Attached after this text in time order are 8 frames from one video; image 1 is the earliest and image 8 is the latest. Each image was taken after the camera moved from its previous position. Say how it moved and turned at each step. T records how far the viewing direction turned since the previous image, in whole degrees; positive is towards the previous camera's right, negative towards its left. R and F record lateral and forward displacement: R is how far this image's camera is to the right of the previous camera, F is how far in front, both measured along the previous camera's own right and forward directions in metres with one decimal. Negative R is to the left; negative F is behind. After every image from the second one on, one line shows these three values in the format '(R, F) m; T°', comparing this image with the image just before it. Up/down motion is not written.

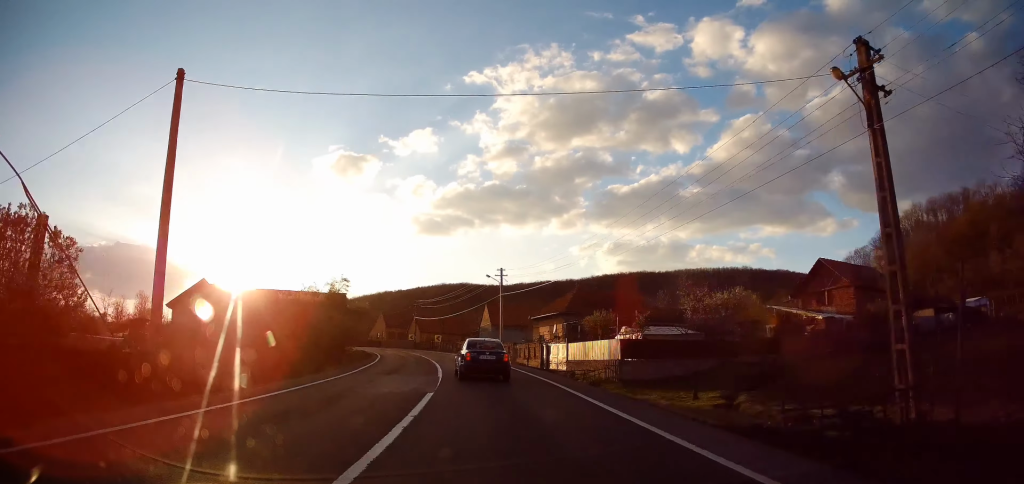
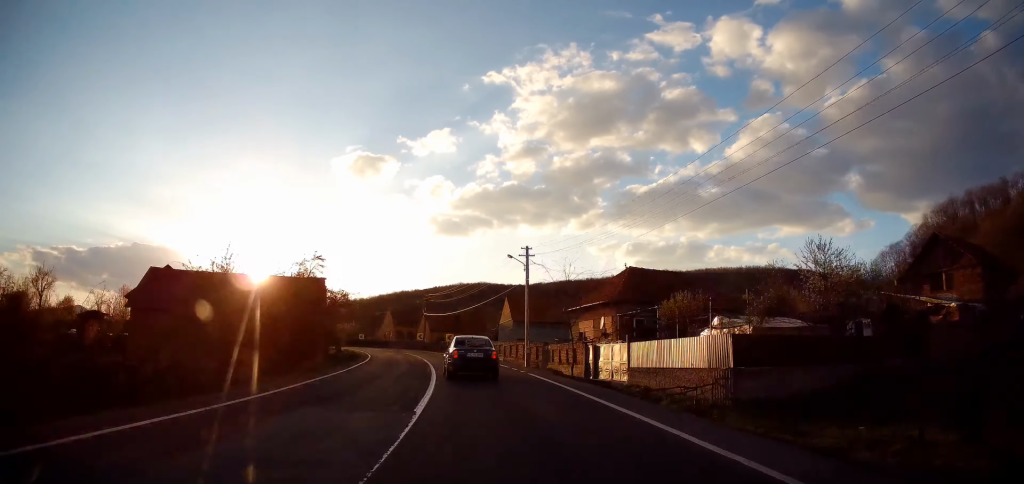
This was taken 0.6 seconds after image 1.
(0.0, +10.9) m; -1°
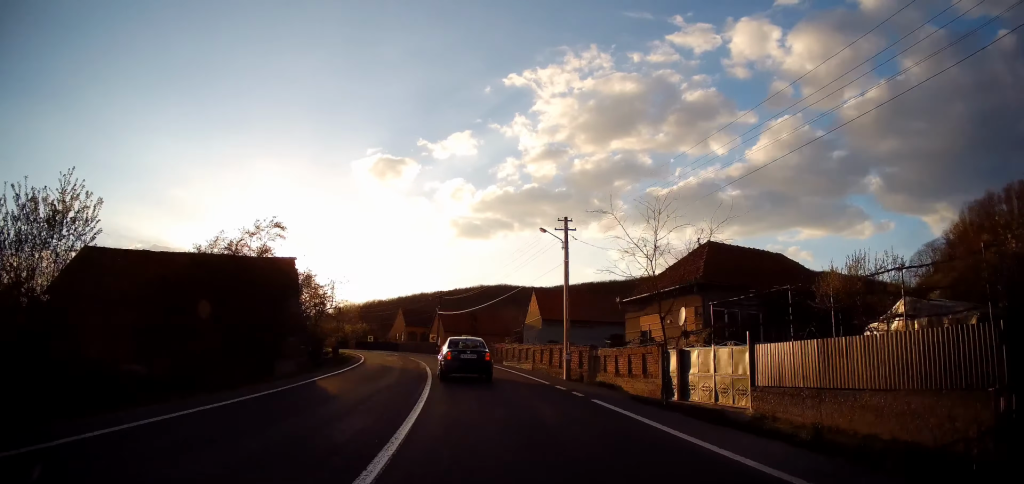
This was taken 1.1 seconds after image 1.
(-0.2, +9.5) m; -1°
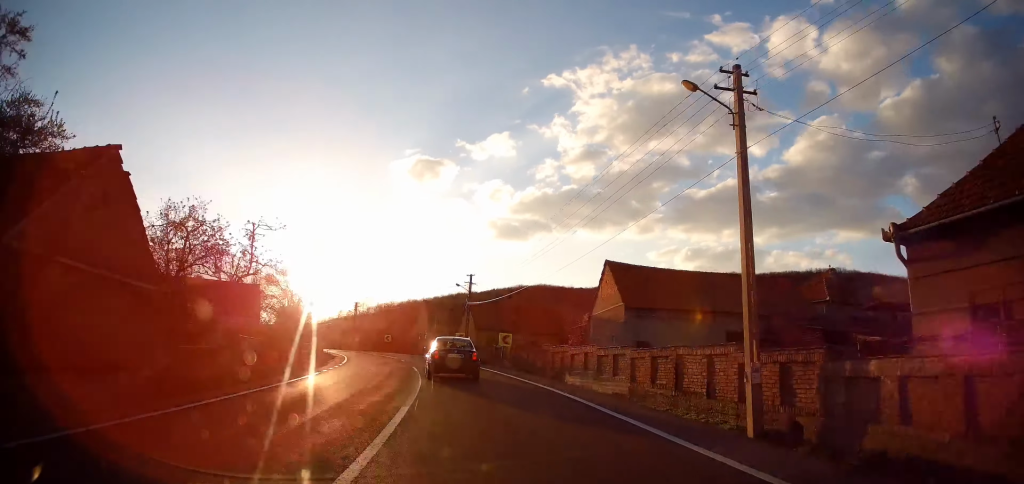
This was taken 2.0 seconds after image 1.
(-0.4, +16.8) m; -3°
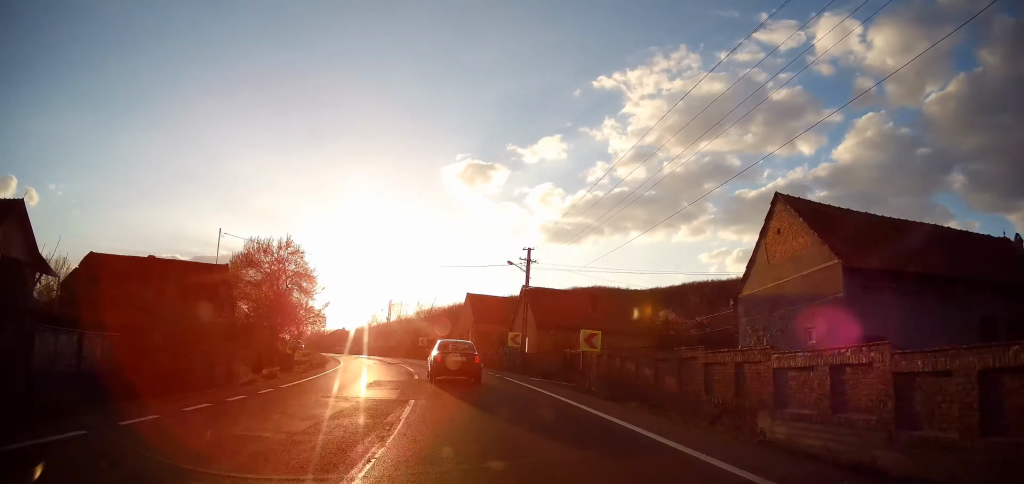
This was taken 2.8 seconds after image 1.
(-0.5, +15.2) m; -4°
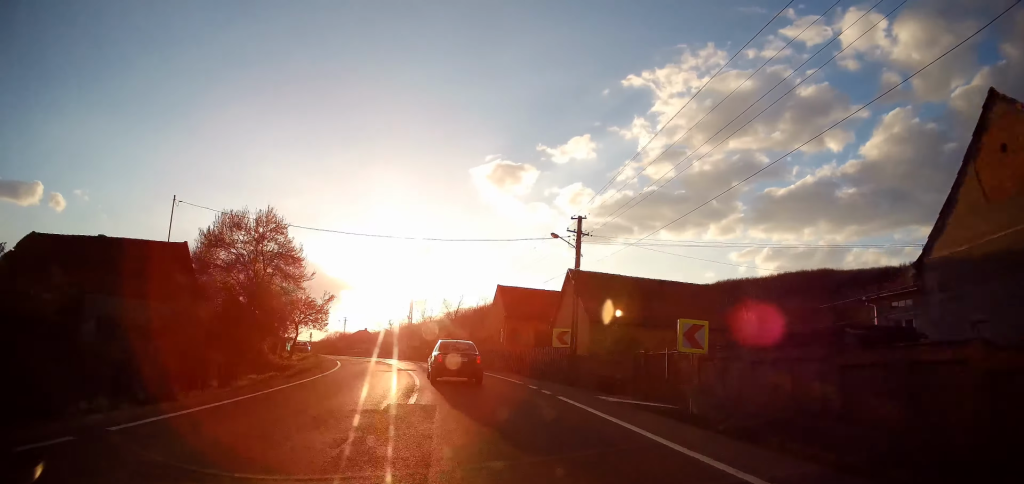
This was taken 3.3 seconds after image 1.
(-0.2, +8.4) m; -3°
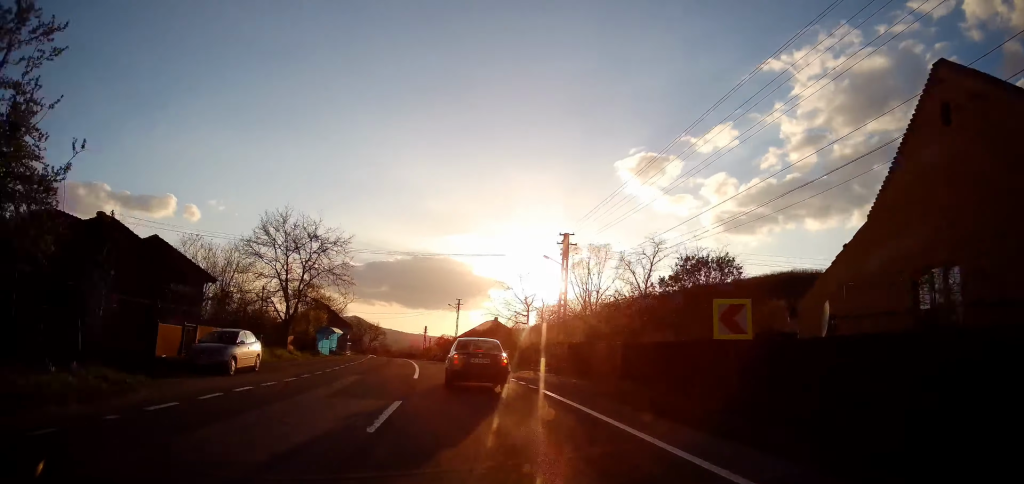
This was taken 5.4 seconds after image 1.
(-4.4, +38.2) m; -14°
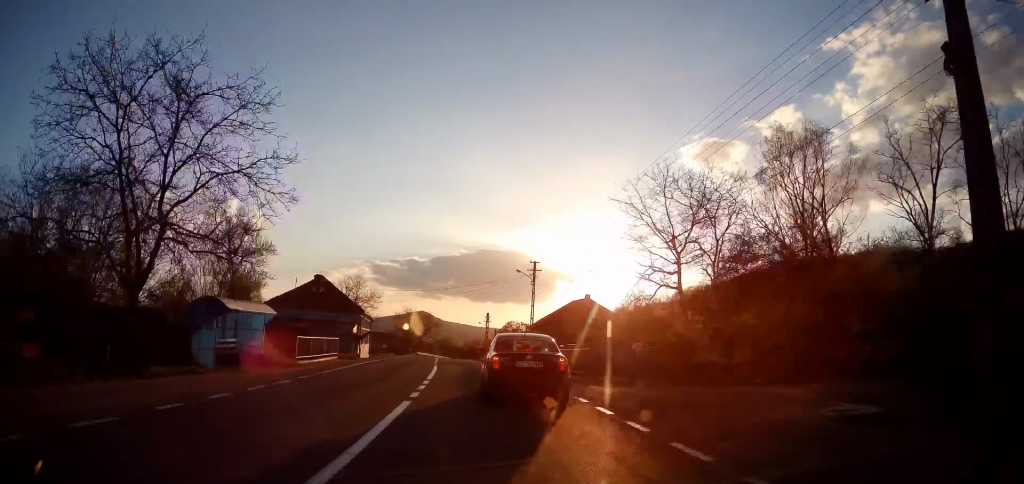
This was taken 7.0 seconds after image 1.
(-2.8, +26.5) m; -10°
